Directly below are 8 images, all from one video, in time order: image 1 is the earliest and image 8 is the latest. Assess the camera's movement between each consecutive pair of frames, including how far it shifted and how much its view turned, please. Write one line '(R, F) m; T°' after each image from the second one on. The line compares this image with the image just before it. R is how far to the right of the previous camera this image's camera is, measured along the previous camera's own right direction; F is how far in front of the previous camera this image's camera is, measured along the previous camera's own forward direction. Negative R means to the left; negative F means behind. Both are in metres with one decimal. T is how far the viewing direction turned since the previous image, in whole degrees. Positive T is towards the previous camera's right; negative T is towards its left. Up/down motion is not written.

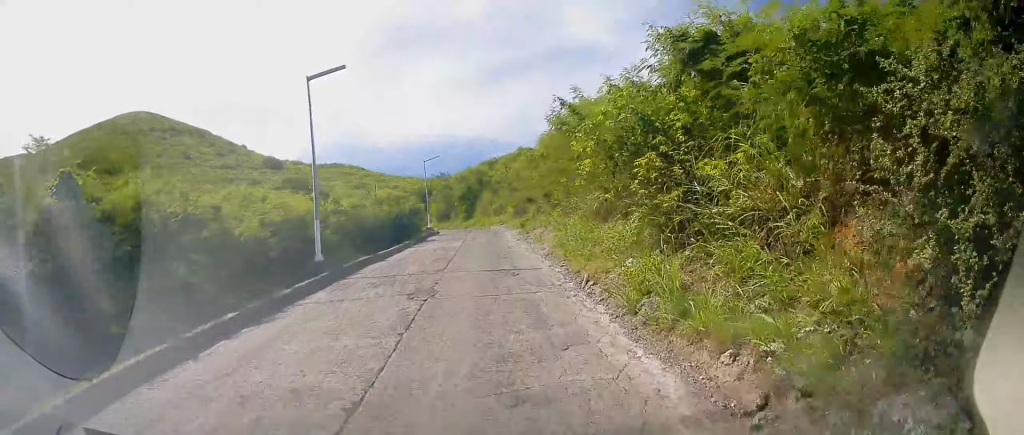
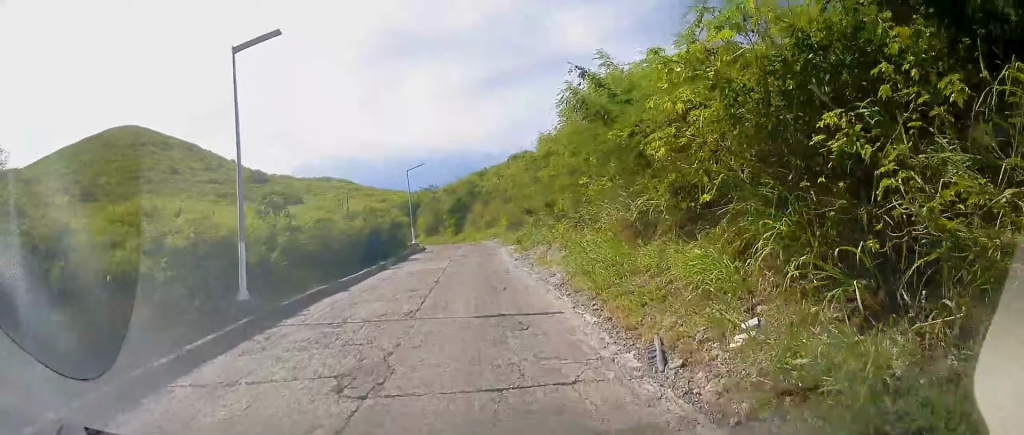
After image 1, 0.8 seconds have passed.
(+0.1, +4.3) m; +3°
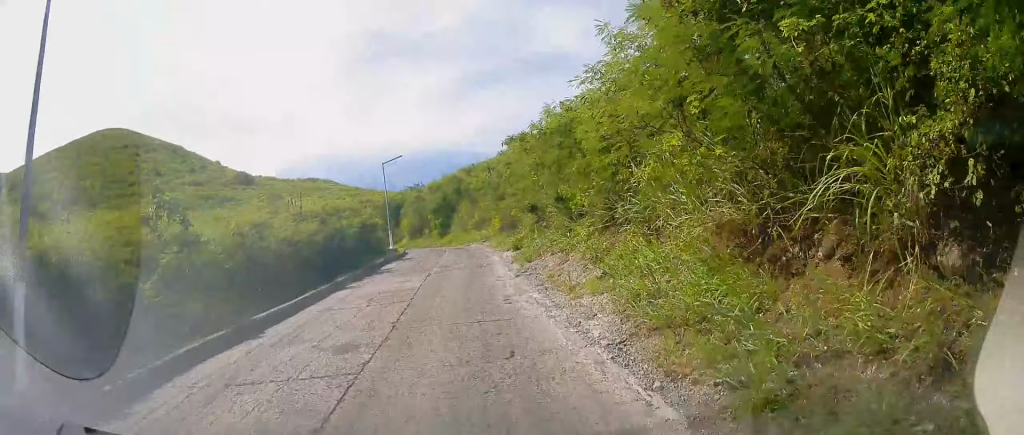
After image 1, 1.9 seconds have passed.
(+0.2, +5.5) m; 0°
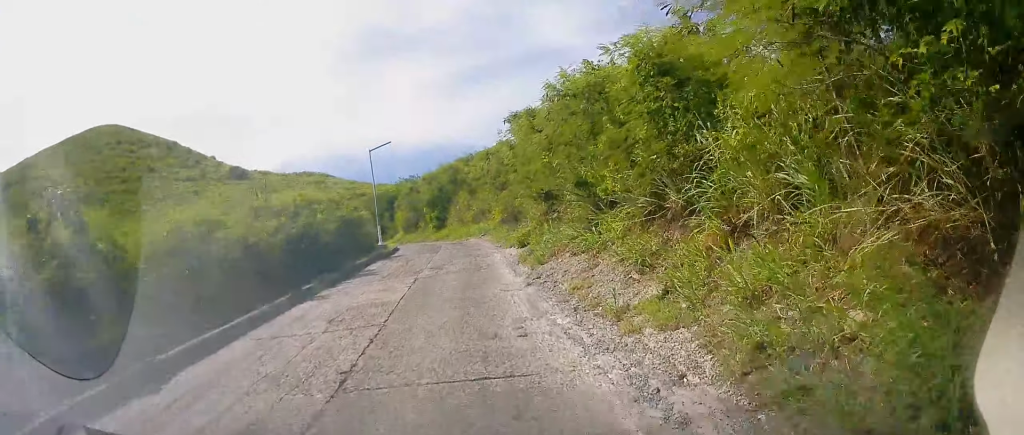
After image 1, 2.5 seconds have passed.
(-0.3, +3.3) m; 0°
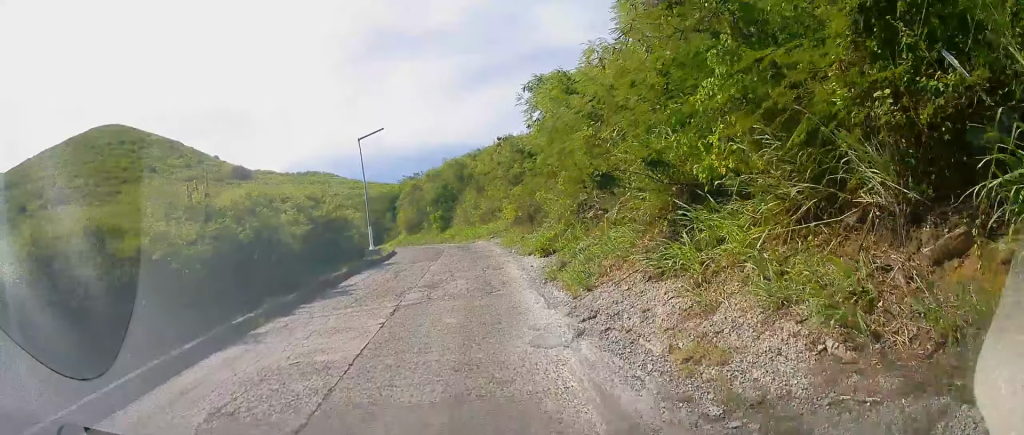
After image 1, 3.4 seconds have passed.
(+0.3, +4.4) m; -3°
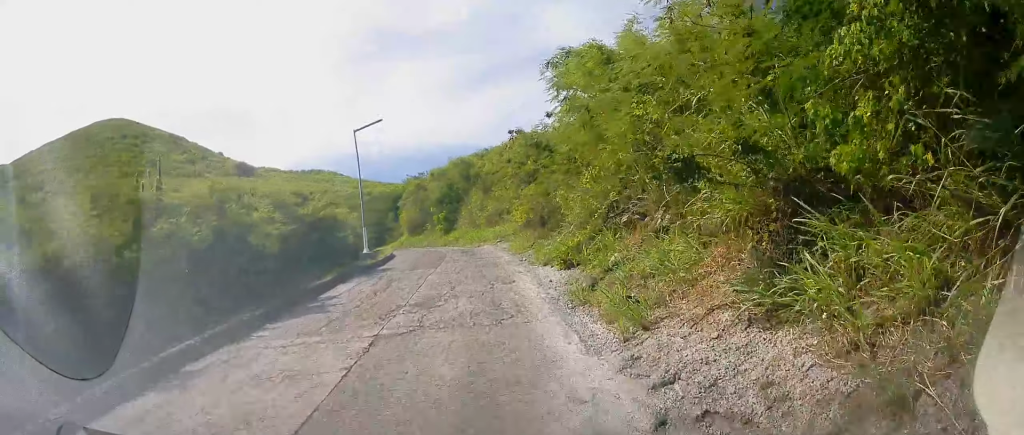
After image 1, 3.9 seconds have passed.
(-0.1, +2.4) m; -2°
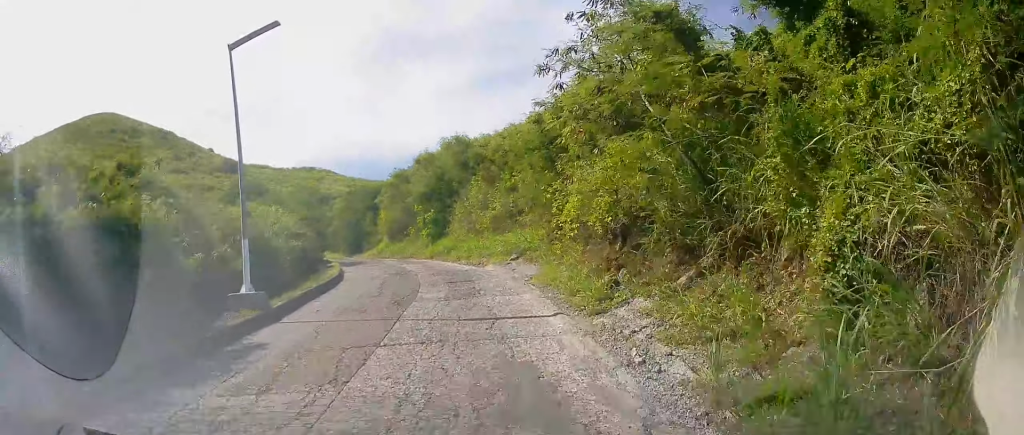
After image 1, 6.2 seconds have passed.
(-0.5, +11.9) m; +4°
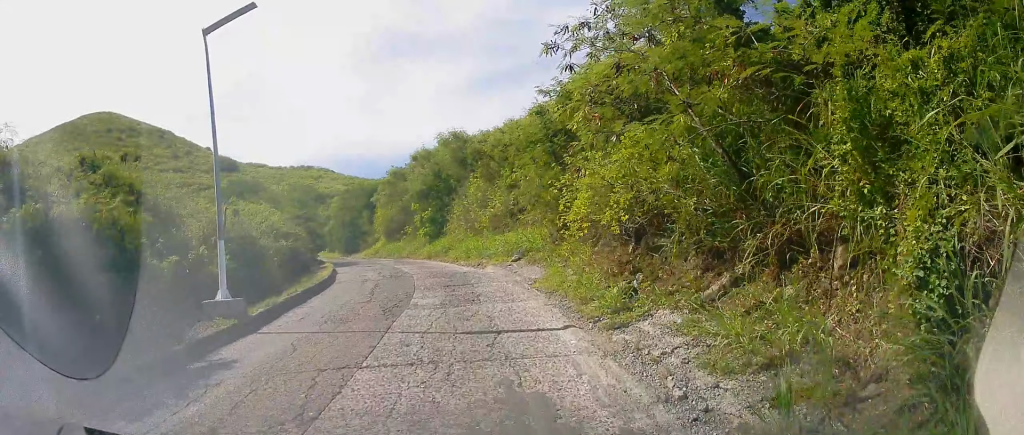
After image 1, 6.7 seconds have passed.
(-0.1, +2.9) m; +3°
